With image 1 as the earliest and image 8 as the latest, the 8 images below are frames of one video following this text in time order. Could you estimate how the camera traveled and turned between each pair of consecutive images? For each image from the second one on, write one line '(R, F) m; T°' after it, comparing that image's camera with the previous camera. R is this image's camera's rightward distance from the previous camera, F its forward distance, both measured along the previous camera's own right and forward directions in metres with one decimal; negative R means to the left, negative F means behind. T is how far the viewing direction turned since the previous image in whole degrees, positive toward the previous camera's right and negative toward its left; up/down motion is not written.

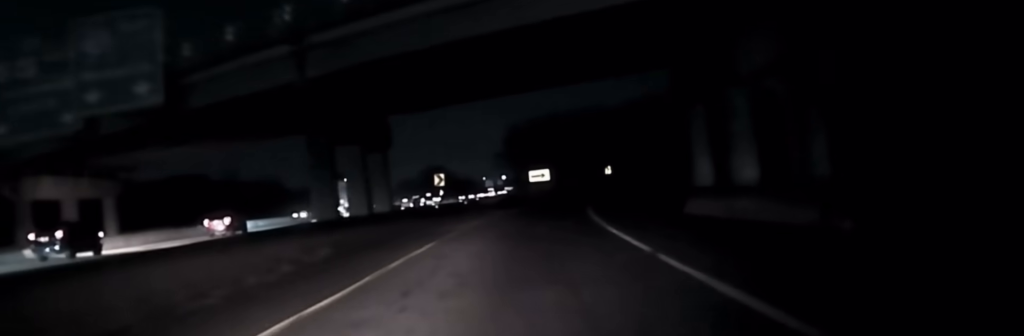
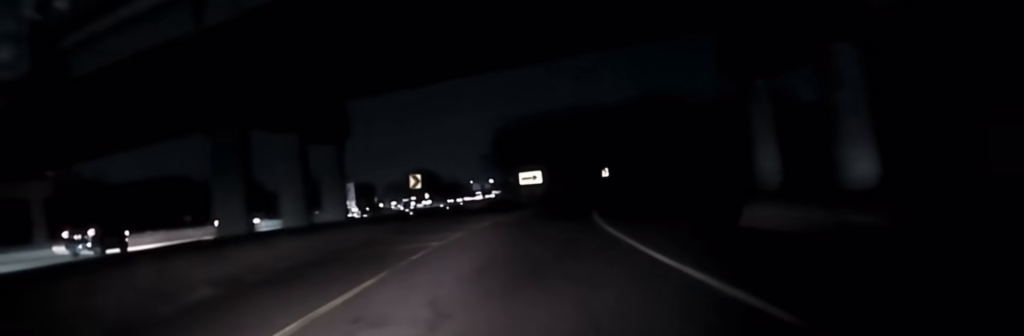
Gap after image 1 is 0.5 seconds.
(+0.1, +7.5) m; +1°
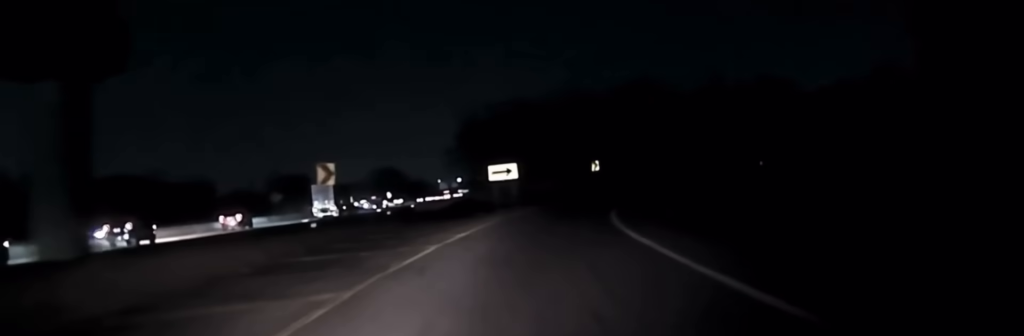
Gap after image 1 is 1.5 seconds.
(+0.3, +16.7) m; +3°
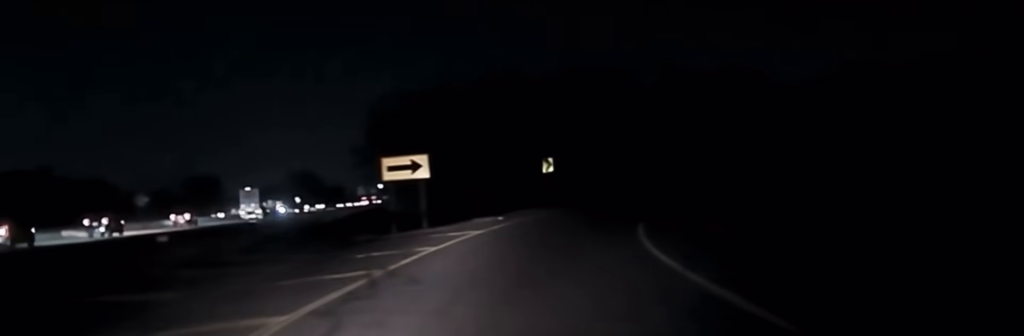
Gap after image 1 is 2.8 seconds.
(+1.0, +24.4) m; +4°
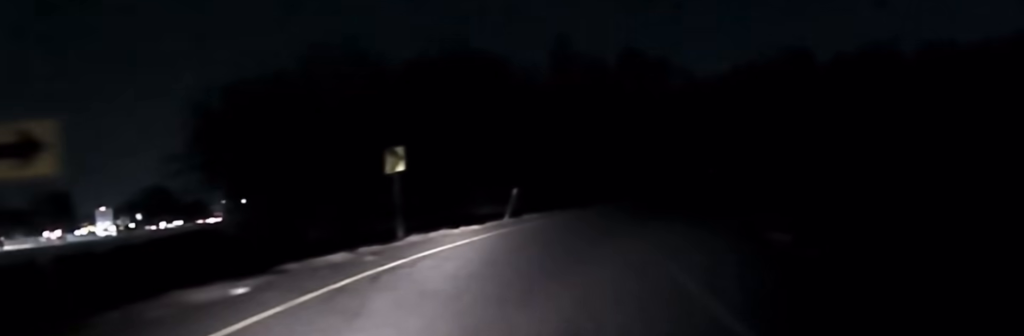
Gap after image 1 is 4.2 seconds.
(+0.9, +25.7) m; +7°
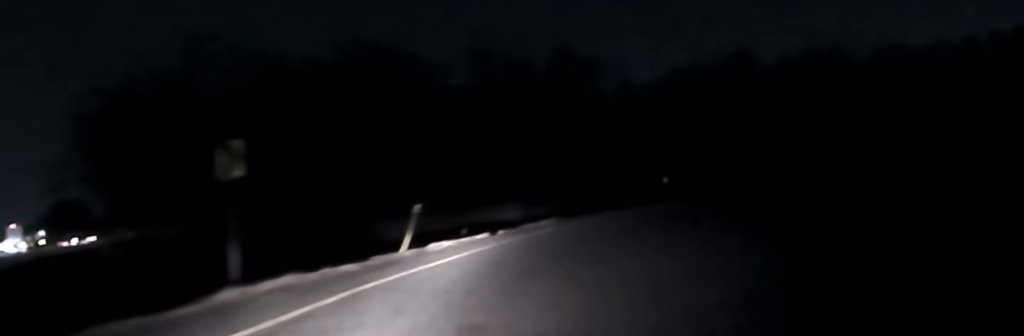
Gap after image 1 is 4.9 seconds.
(+0.6, +10.0) m; +6°
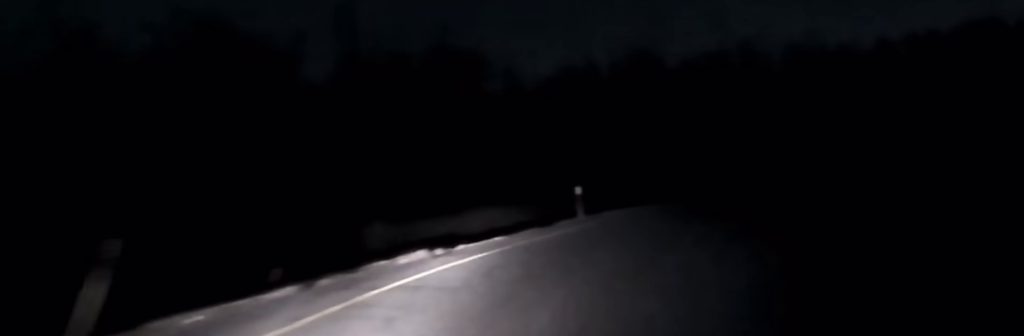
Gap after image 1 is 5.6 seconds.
(+0.8, +10.4) m; +8°
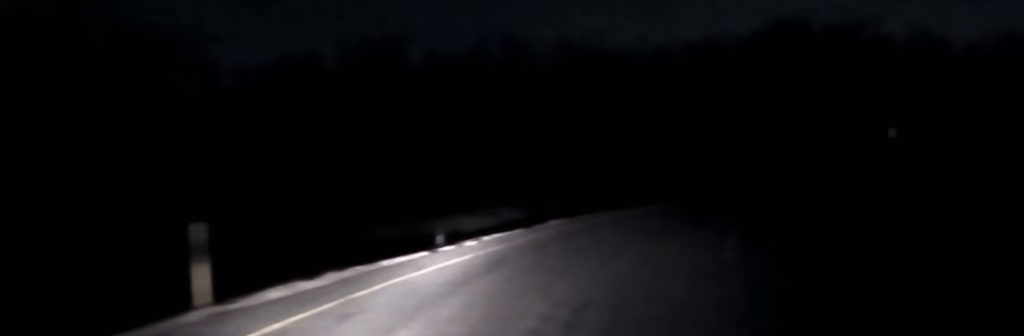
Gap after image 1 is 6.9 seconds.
(+2.1, +16.5) m; +16°
